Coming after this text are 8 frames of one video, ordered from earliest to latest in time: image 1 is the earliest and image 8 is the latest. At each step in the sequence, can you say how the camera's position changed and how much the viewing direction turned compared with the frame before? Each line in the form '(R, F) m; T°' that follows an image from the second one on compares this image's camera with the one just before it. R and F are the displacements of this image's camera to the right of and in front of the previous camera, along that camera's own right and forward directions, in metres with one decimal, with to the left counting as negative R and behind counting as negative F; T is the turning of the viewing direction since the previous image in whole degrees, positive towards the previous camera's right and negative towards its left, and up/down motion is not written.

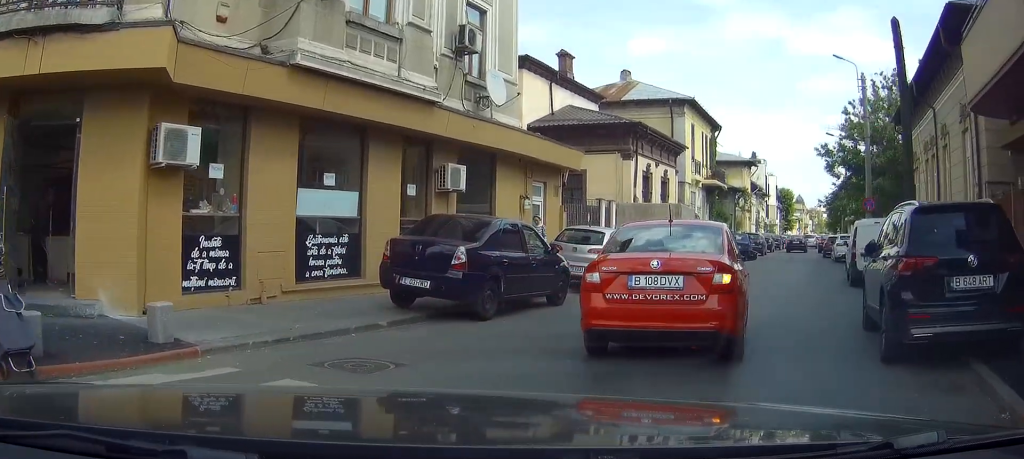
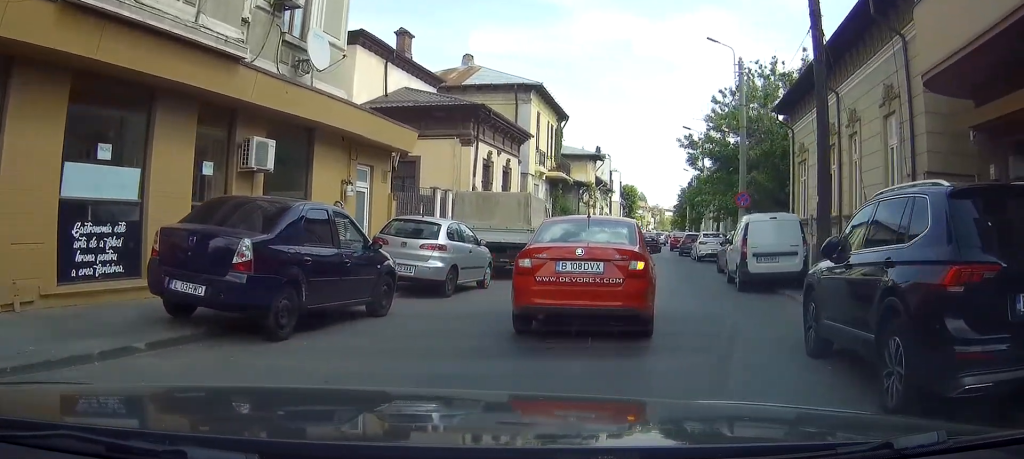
(-0.2, +2.5) m; +6°
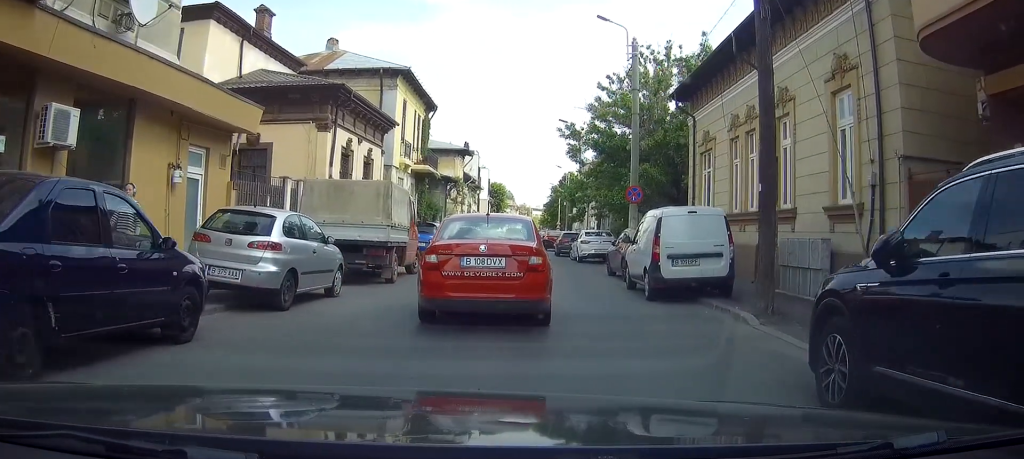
(+0.3, +2.8) m; +13°
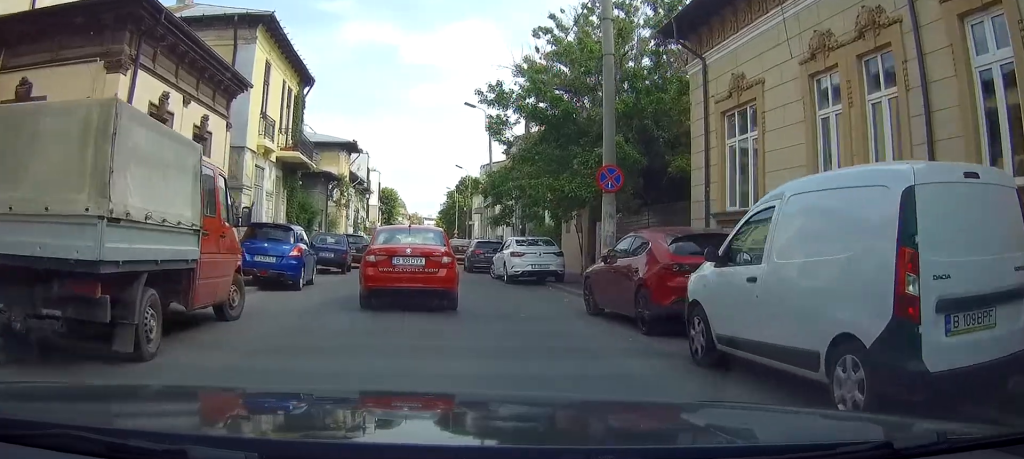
(+2.1, +8.9) m; +16°
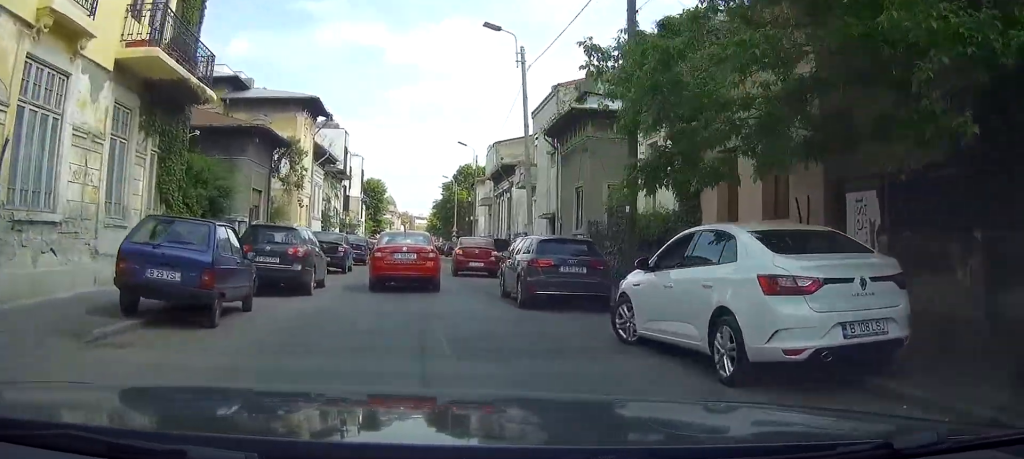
(+0.2, +16.4) m; +3°
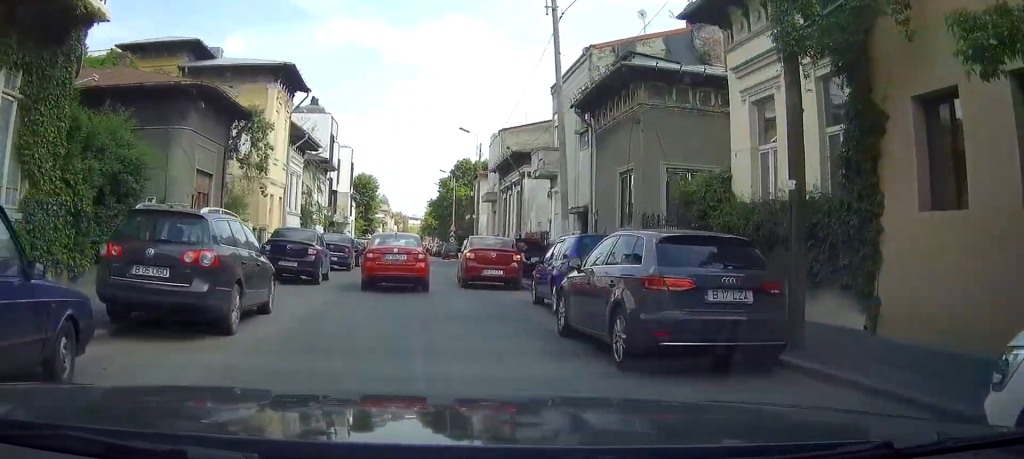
(+0.1, +6.6) m; +2°
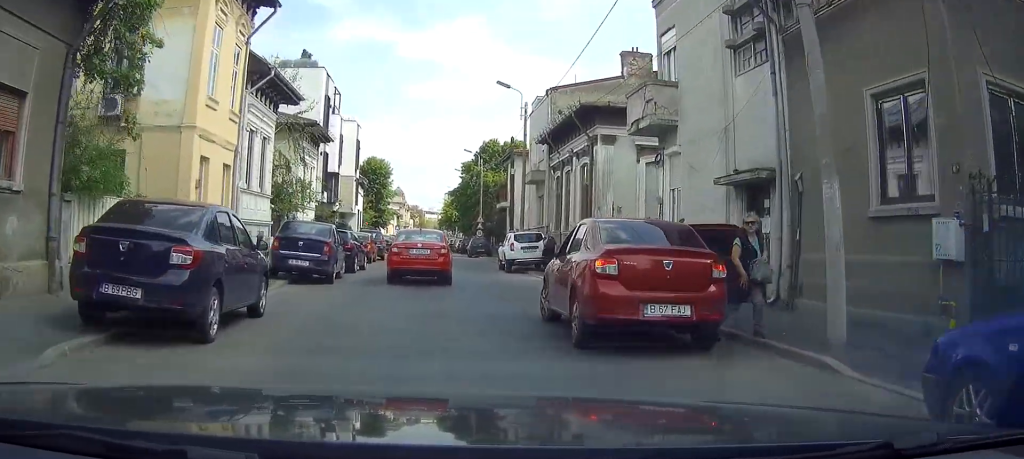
(+0.4, +12.5) m; +6°
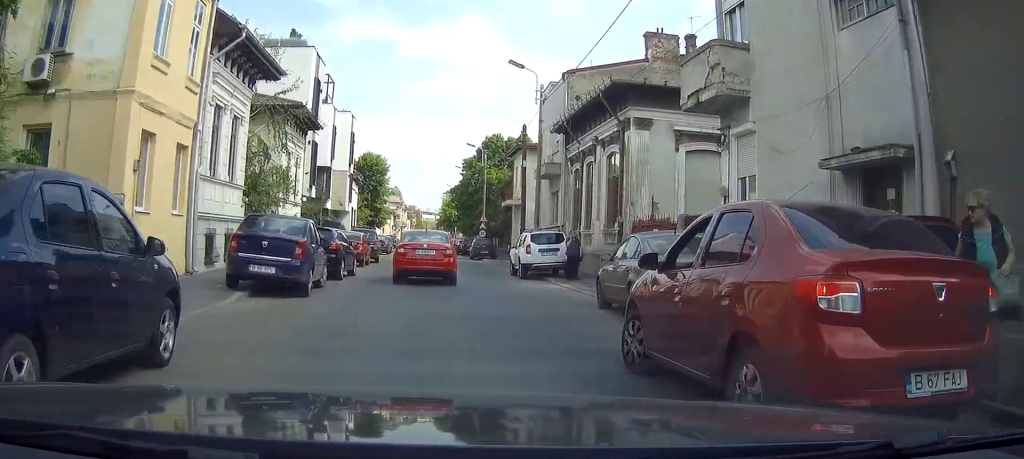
(-0.1, +4.5) m; +4°
